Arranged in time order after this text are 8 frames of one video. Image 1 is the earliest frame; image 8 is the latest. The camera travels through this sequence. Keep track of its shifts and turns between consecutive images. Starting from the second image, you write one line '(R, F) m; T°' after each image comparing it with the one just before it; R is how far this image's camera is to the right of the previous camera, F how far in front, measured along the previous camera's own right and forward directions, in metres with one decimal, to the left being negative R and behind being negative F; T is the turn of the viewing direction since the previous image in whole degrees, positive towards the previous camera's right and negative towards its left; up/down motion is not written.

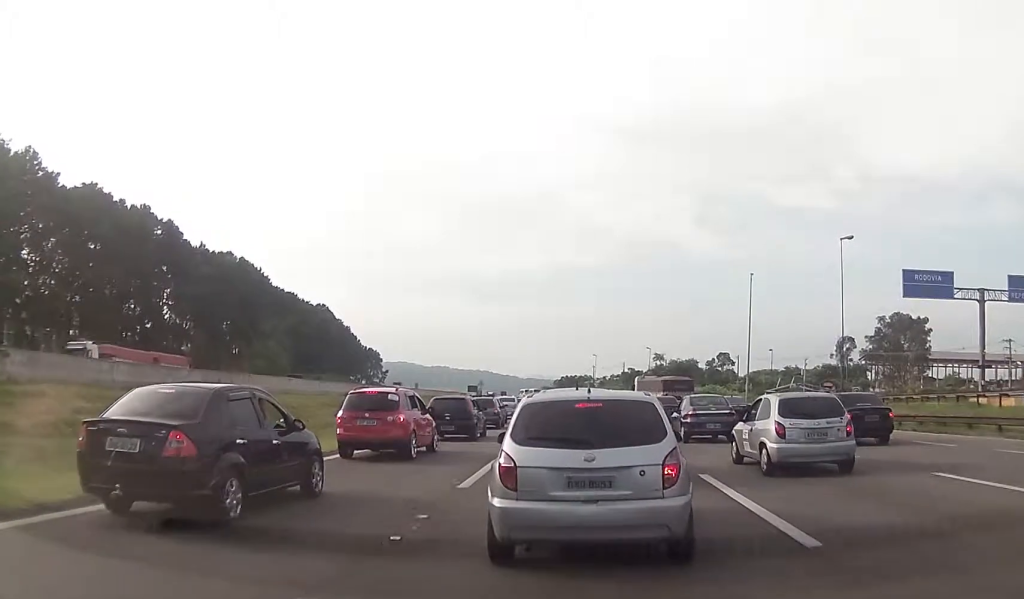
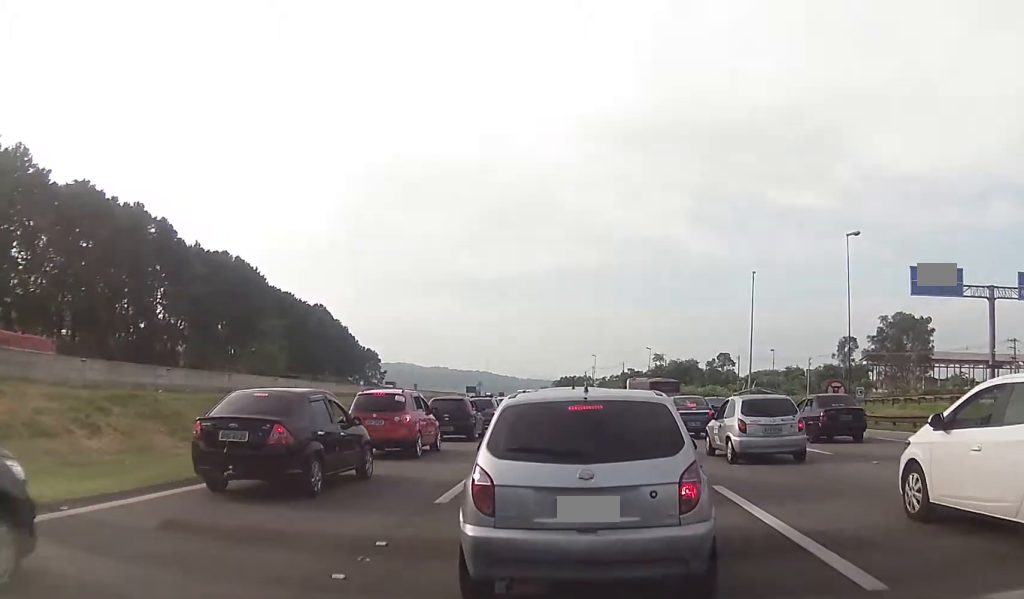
(0.0, +2.4) m; 0°
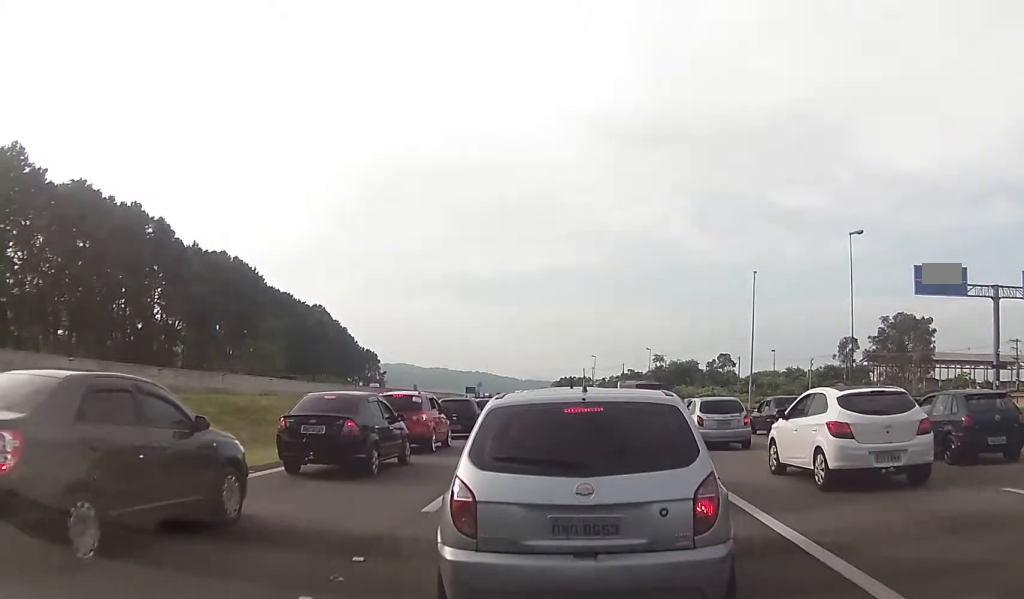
(-0.3, +1.2) m; 0°
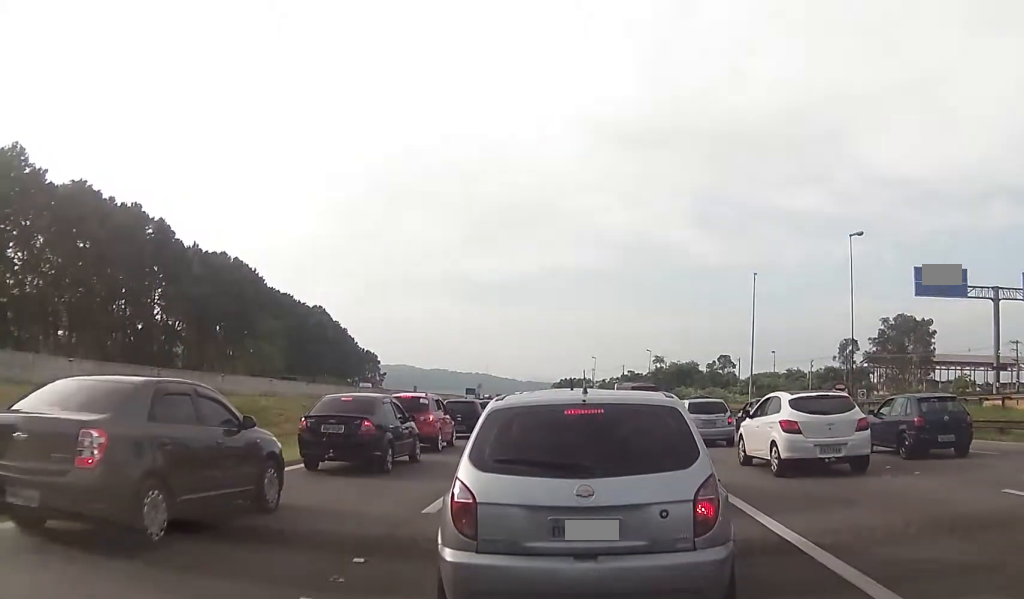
(-0.2, +0.1) m; 0°
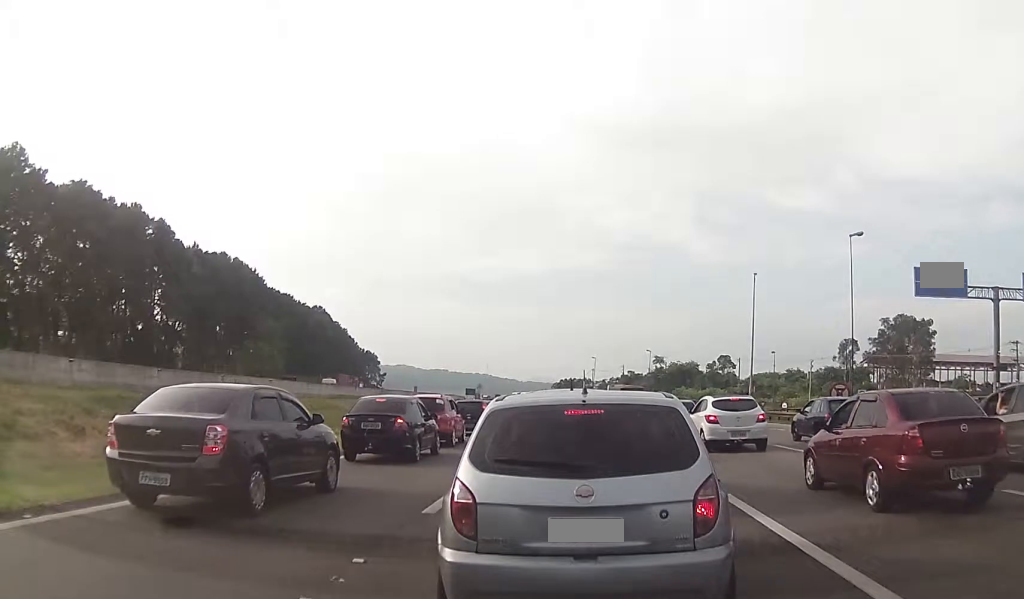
(-0.1, 0.0) m; 0°
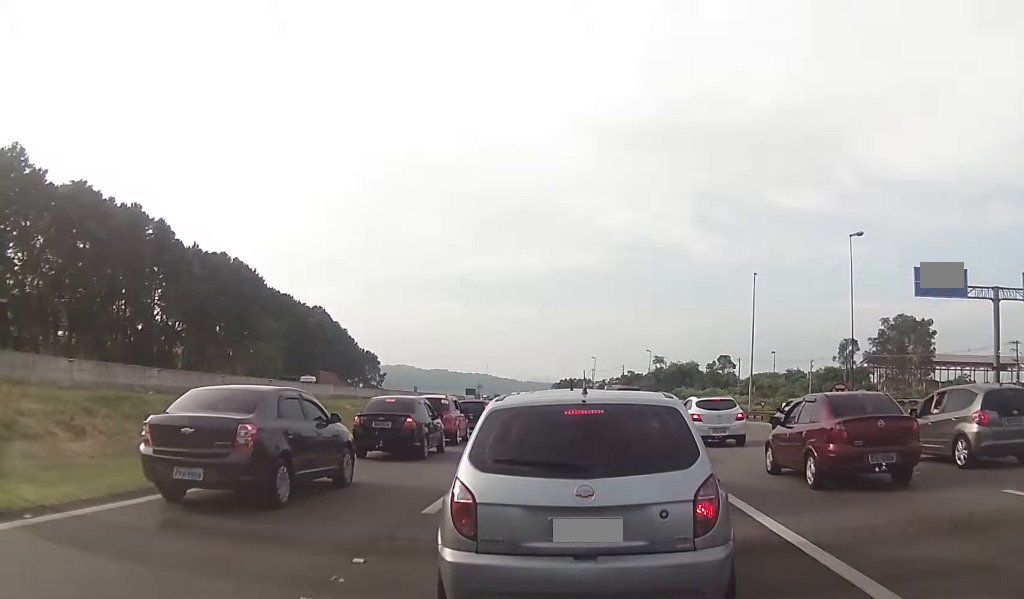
(0.0, 0.0) m; 0°
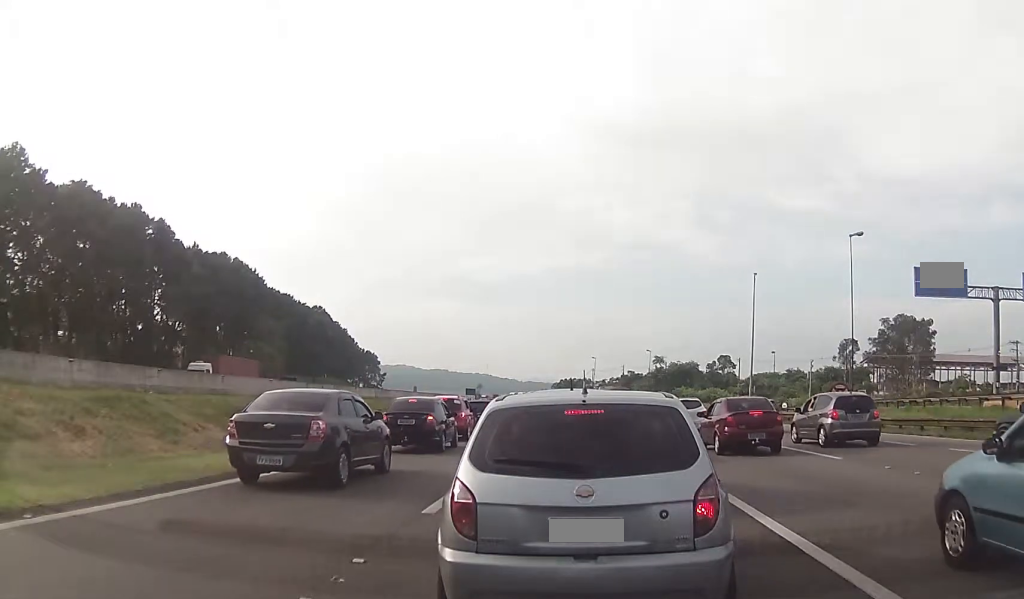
(0.0, 0.0) m; 0°
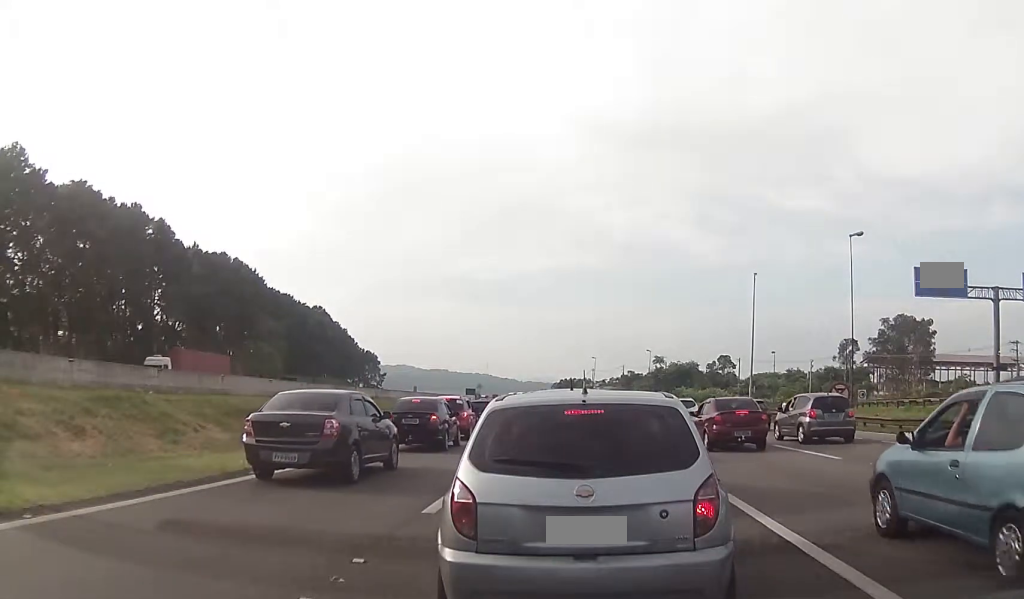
(0.0, 0.0) m; 0°
